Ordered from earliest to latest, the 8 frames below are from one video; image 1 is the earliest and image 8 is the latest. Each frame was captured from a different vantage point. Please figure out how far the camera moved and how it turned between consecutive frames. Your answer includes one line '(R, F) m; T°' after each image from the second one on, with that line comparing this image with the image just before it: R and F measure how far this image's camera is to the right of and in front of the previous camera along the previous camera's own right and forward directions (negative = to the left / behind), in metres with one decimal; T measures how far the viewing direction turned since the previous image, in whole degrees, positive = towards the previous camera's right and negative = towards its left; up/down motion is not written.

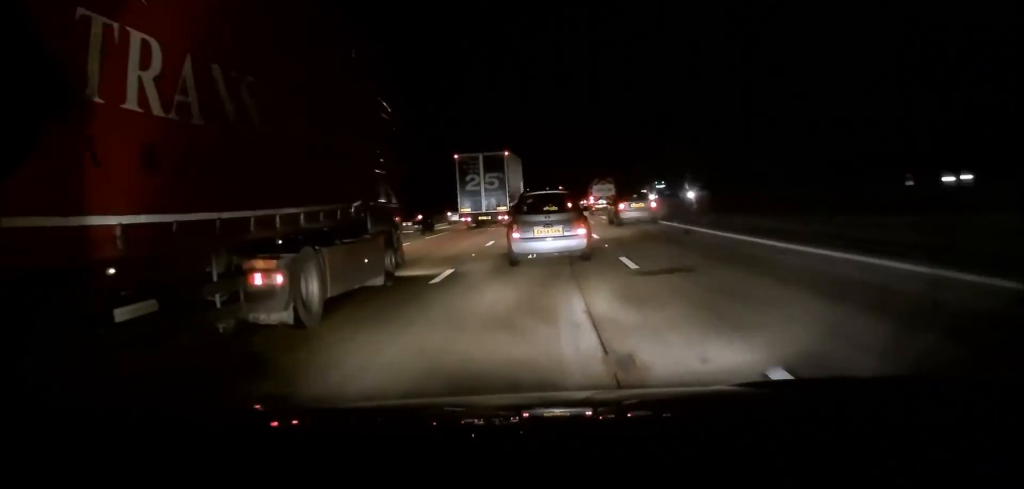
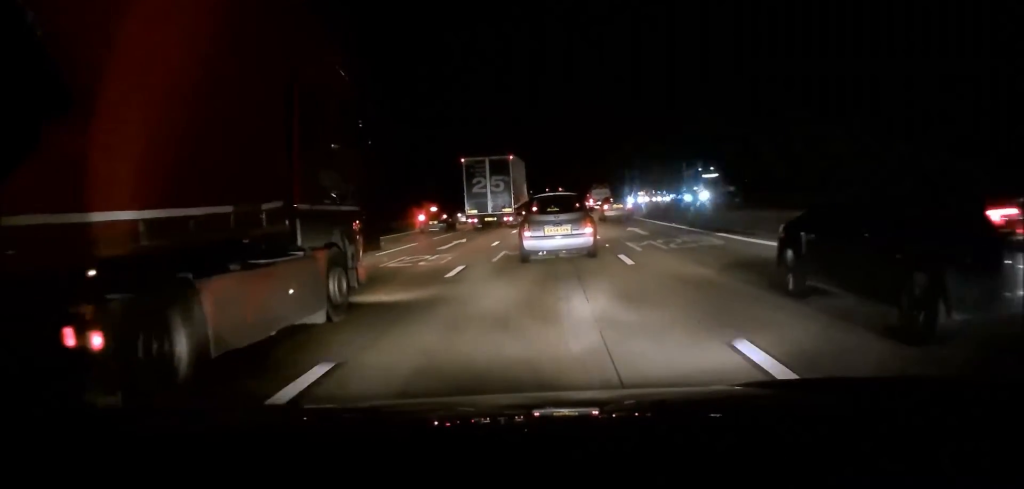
(+0.6, +17.3) m; +3°
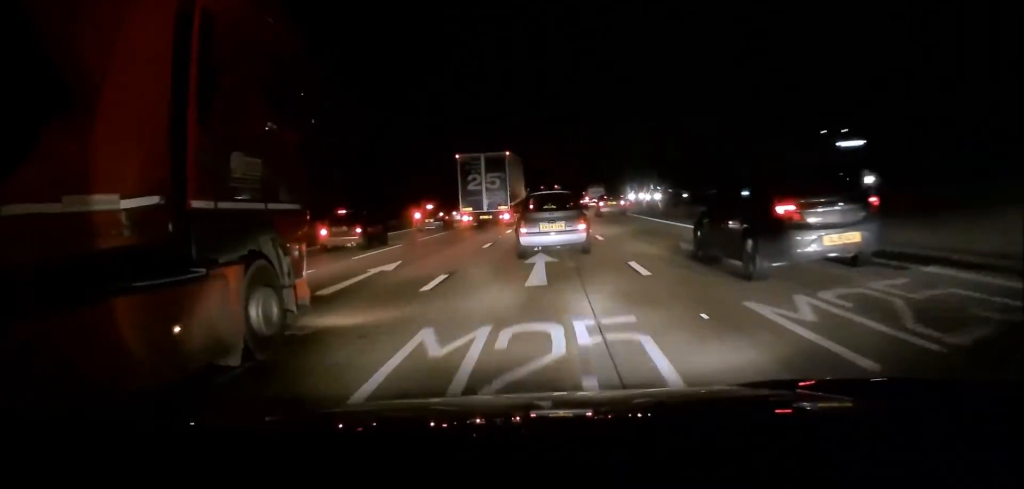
(+0.1, +9.7) m; +1°
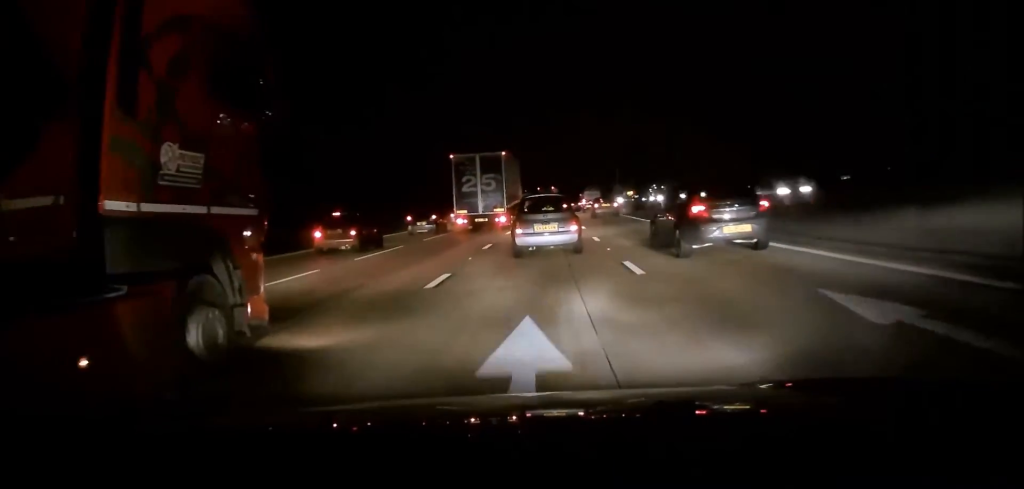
(0.0, +7.3) m; 0°
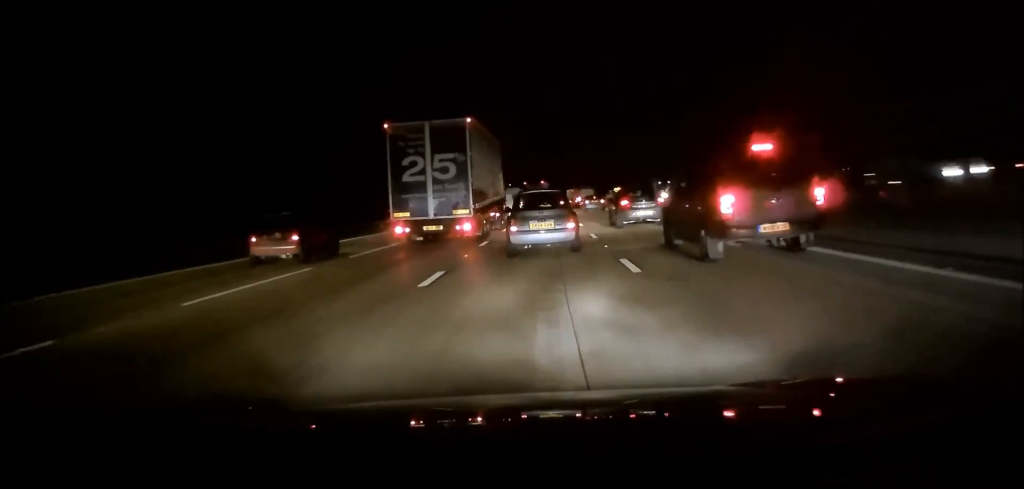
(+0.4, +29.3) m; -1°
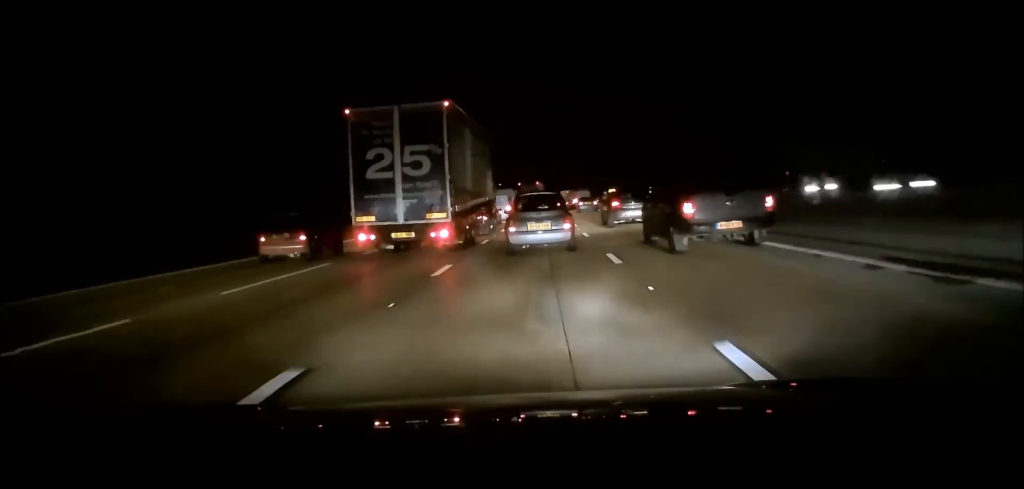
(-0.3, +8.8) m; -2°
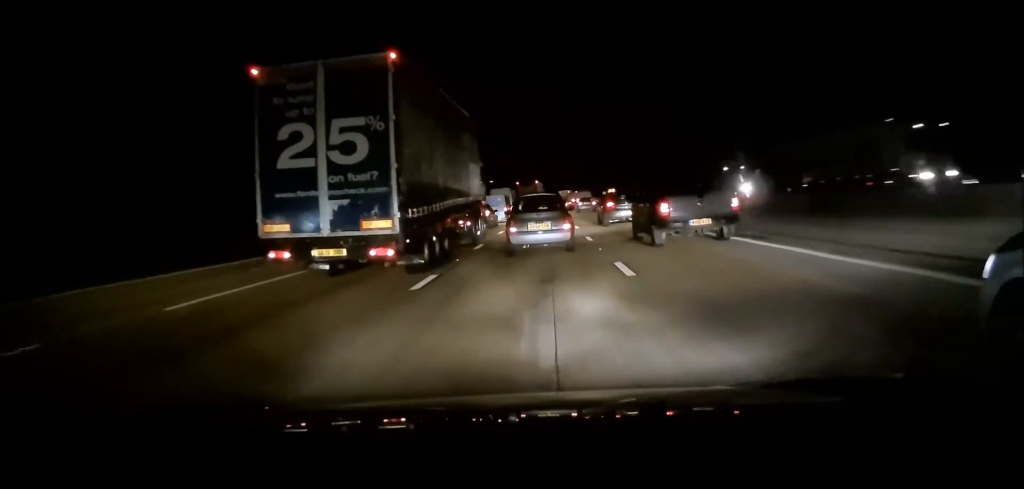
(-0.1, +10.5) m; -3°
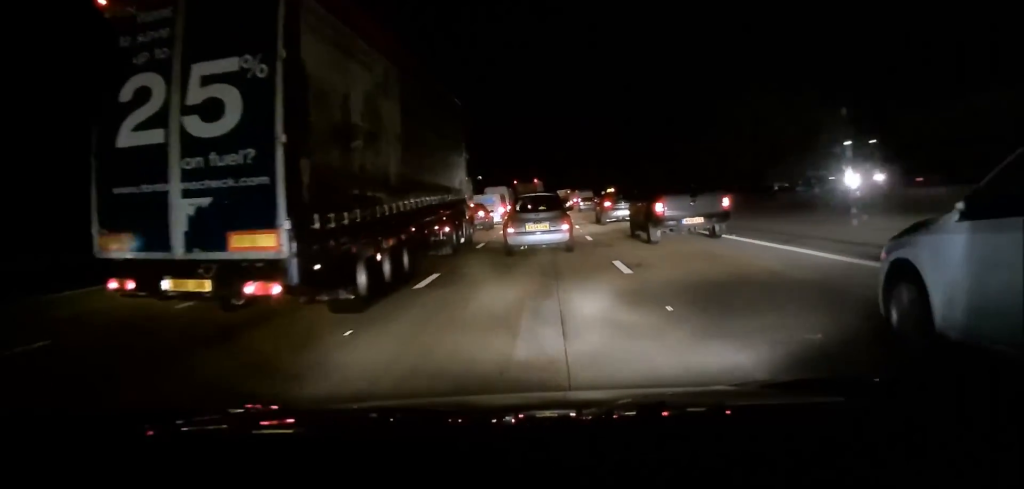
(+0.1, +8.2) m; -2°
